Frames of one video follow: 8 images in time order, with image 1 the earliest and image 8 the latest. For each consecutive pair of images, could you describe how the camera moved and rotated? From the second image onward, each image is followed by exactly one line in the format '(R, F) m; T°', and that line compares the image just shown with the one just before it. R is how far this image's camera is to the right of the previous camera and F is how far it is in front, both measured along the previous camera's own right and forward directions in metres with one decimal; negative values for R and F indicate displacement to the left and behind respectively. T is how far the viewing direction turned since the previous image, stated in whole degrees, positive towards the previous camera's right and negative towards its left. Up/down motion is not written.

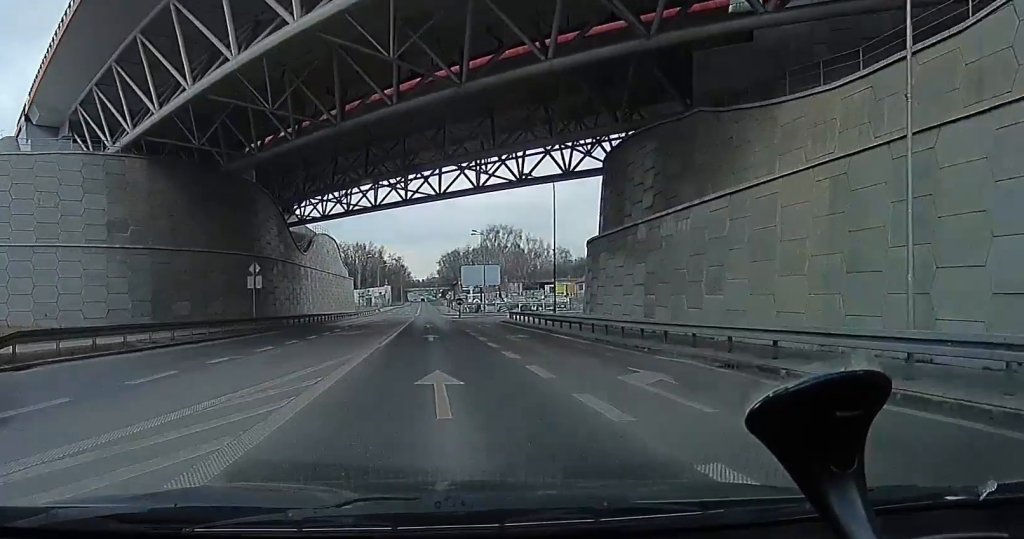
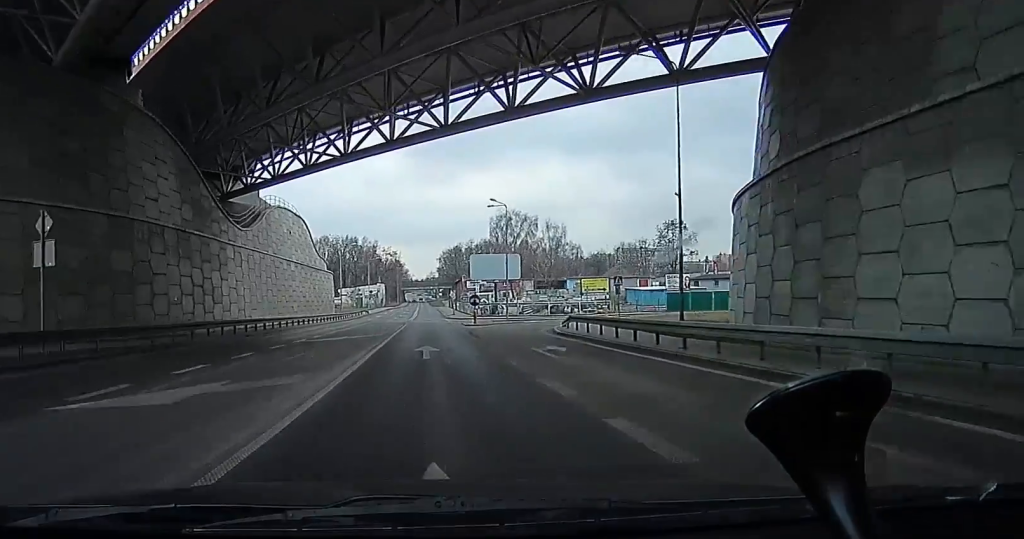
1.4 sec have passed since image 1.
(-1.0, +21.5) m; -6°
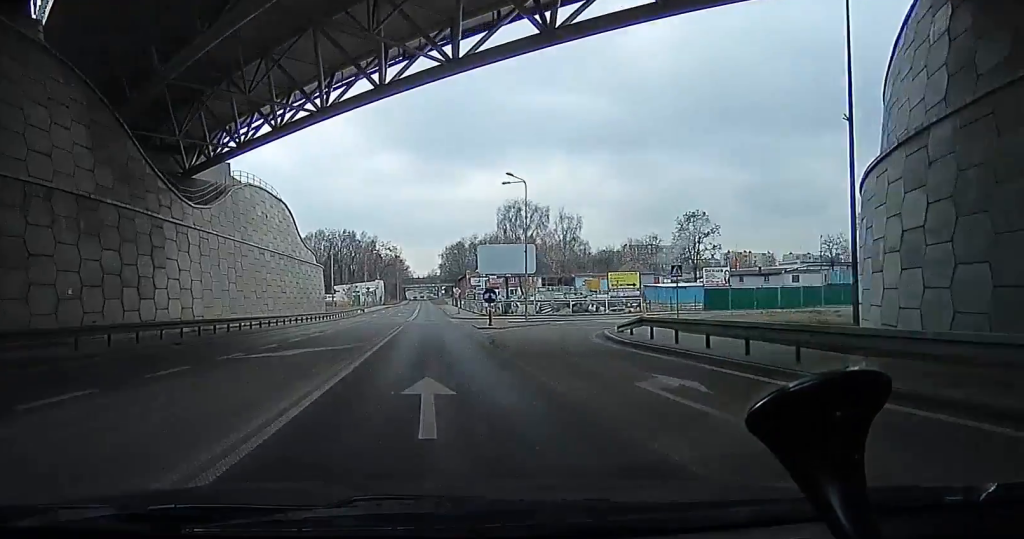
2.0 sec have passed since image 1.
(0.0, +9.3) m; +3°
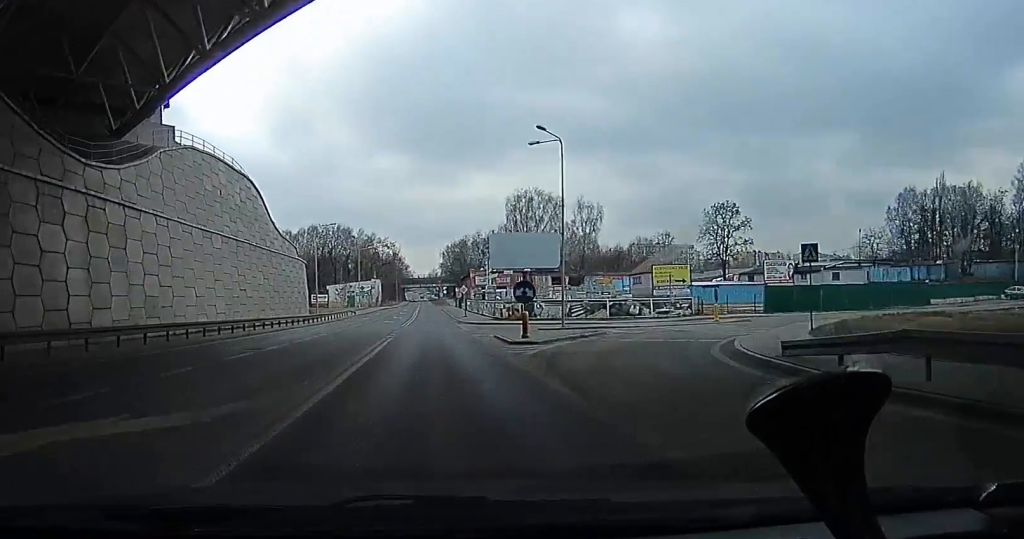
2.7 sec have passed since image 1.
(+0.4, +11.3) m; +2°
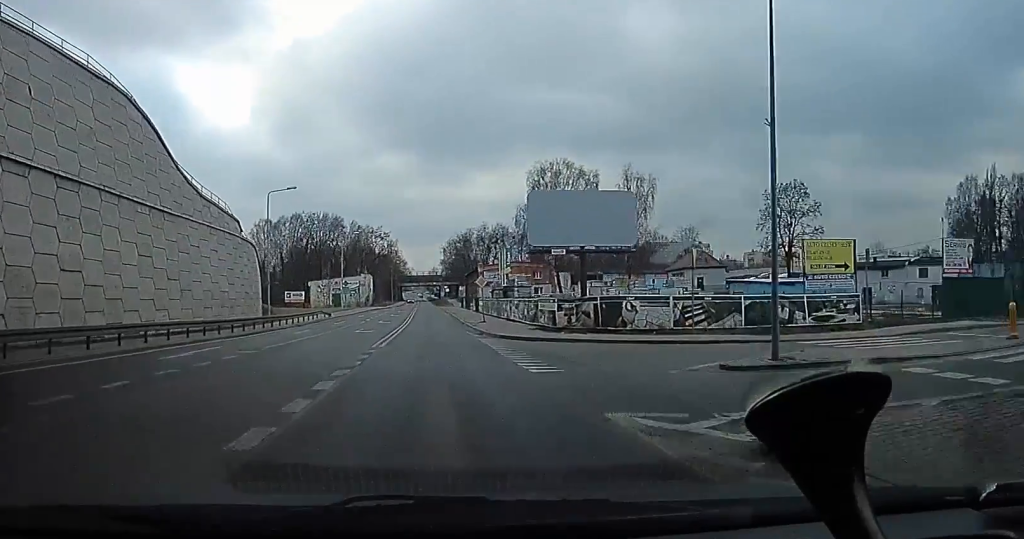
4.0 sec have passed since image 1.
(+0.1, +19.8) m; -3°
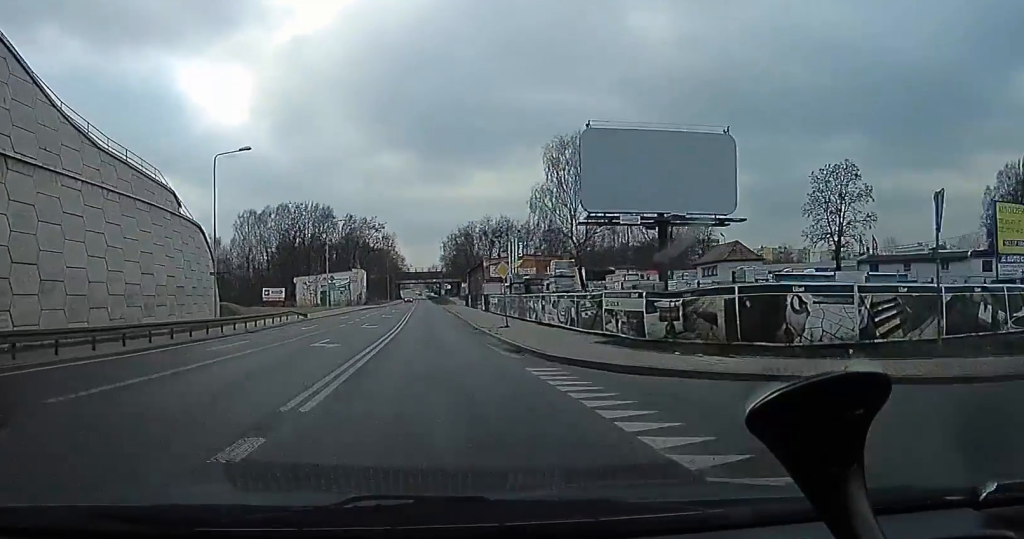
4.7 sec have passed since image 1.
(-0.5, +11.8) m; 0°
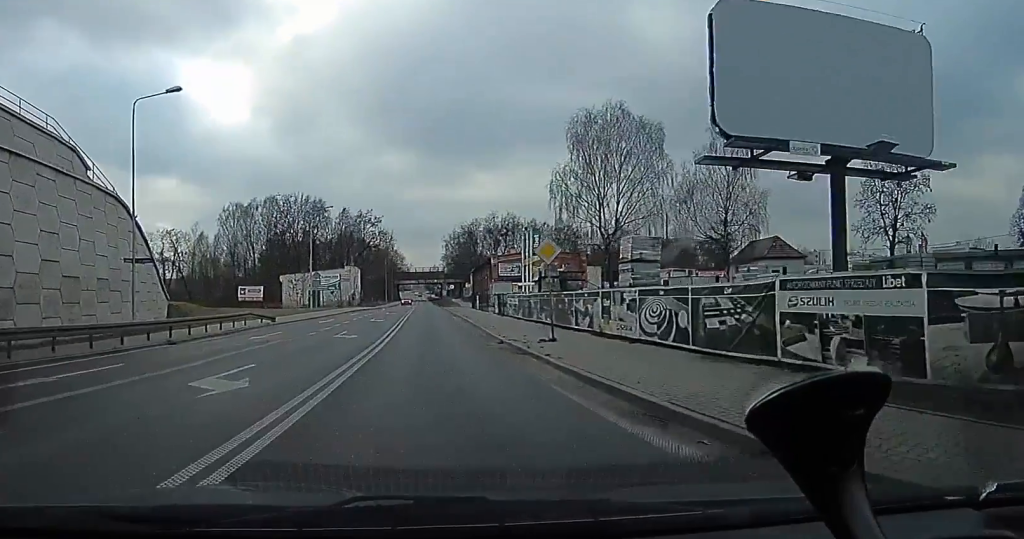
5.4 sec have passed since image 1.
(-0.3, +10.3) m; +3°
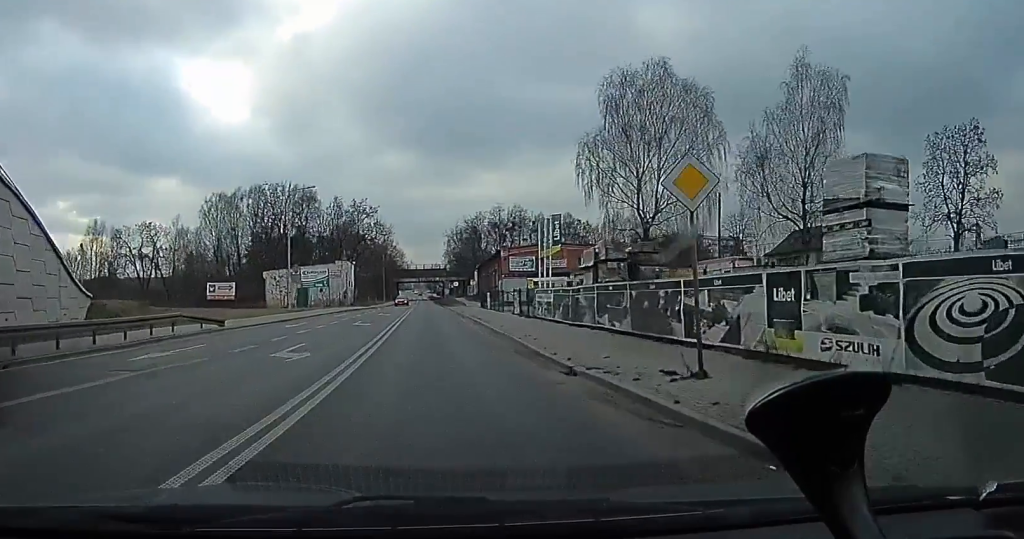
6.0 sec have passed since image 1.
(+0.9, +10.1) m; 0°
